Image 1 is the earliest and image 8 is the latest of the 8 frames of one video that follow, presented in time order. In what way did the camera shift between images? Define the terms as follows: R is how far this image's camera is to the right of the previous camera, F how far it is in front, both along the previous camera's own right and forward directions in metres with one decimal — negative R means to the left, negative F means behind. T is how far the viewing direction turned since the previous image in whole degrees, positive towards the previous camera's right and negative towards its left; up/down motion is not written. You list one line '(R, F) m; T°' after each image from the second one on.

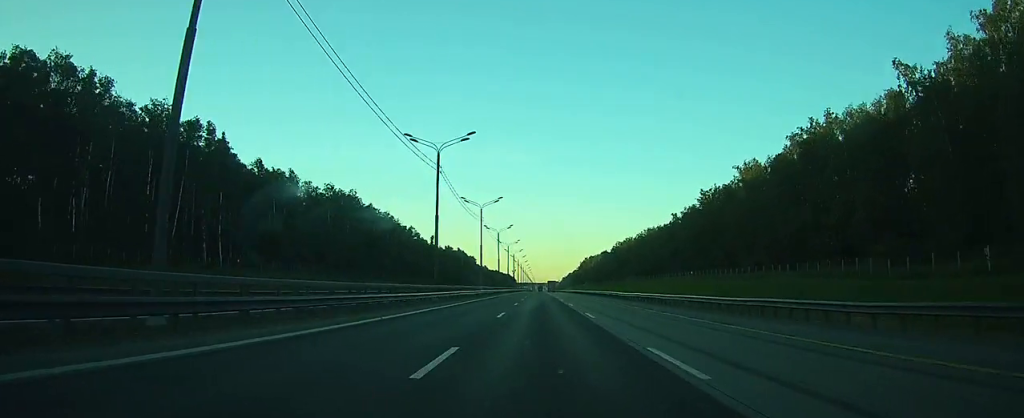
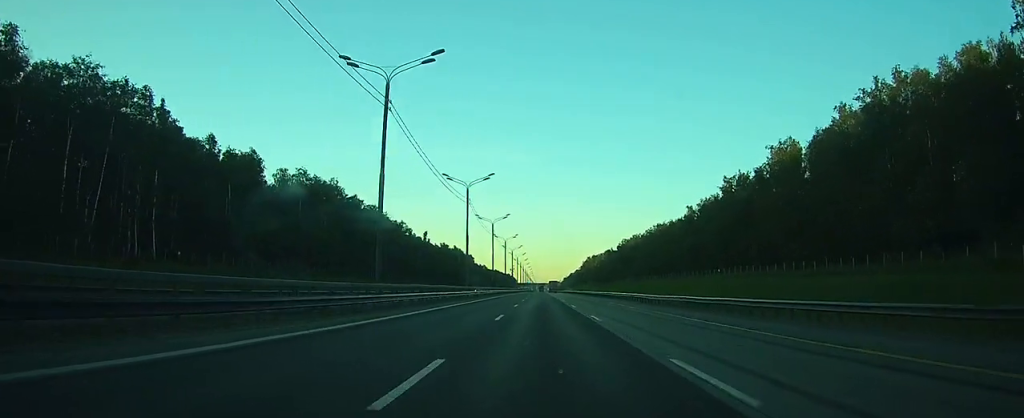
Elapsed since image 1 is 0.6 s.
(0.0, +17.7) m; 0°
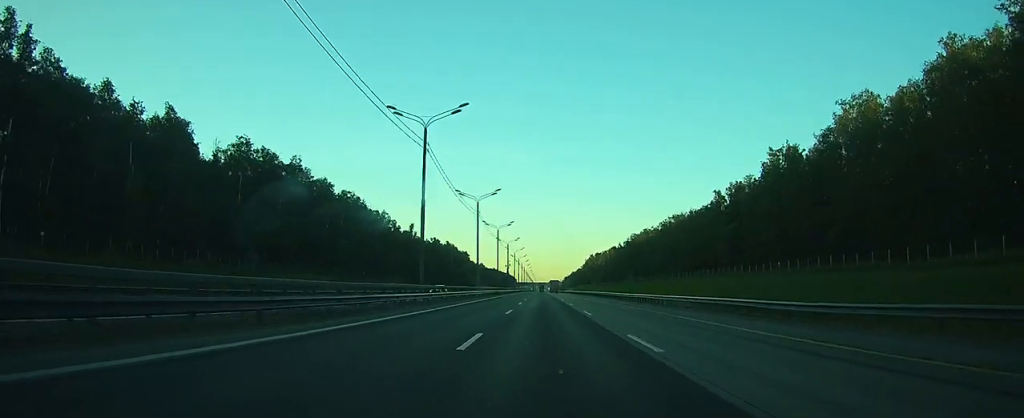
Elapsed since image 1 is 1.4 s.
(0.0, +26.1) m; 0°
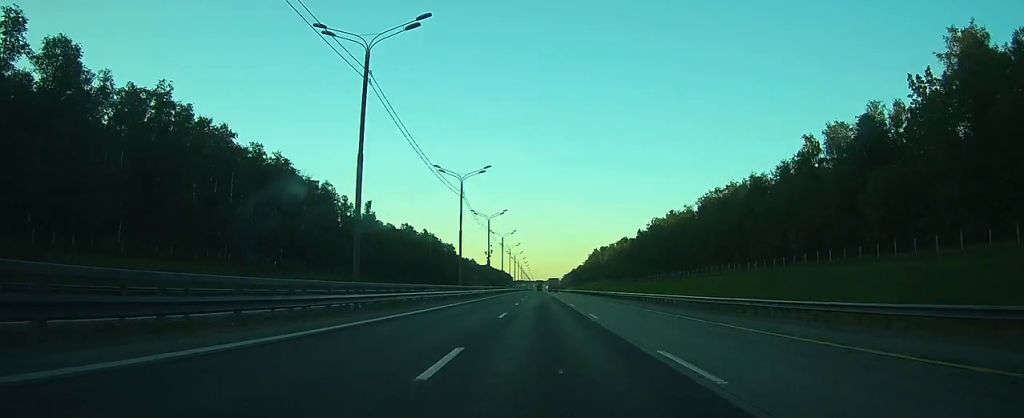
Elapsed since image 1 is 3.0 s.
(0.0, +51.4) m; 0°
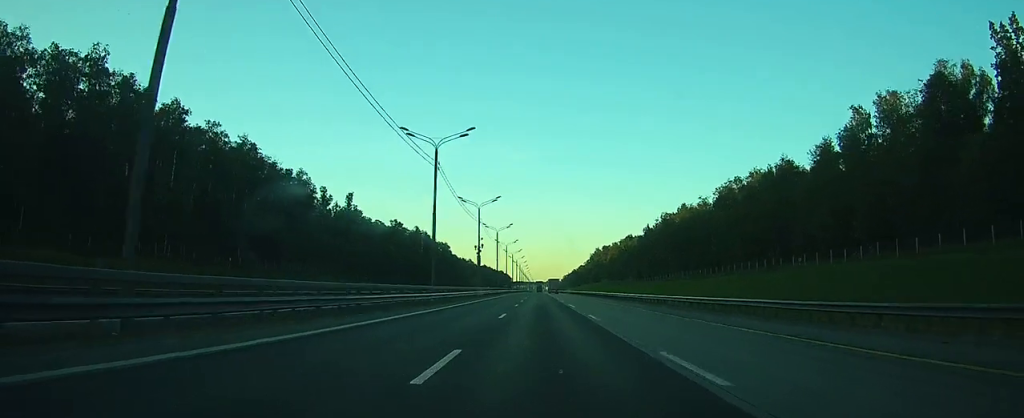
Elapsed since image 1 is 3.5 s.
(0.0, +15.8) m; 0°
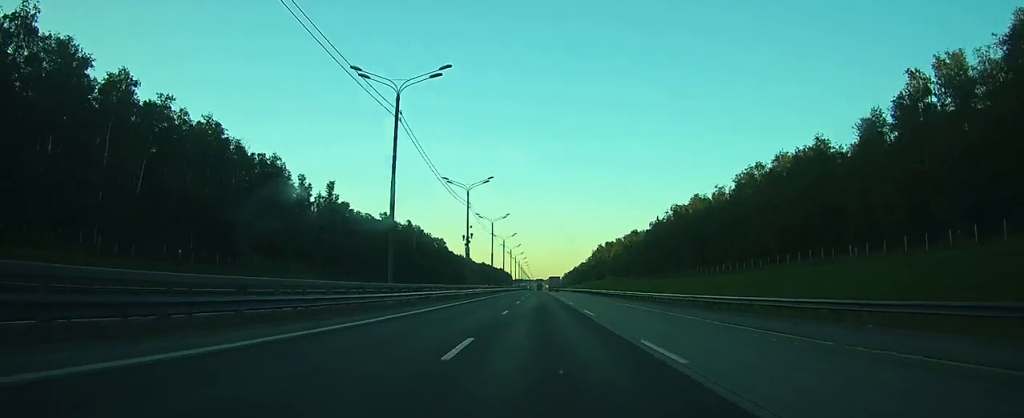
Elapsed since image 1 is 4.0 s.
(0.0, +13.8) m; 0°
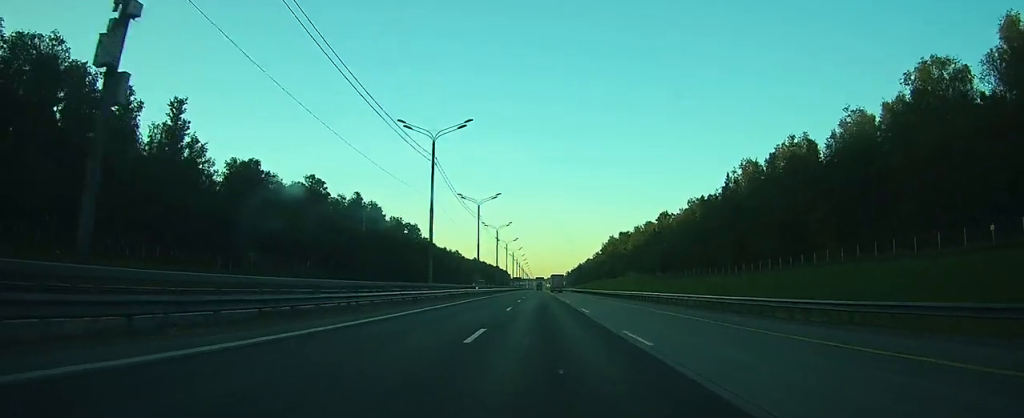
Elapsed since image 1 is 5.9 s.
(+0.3, +60.8) m; +1°
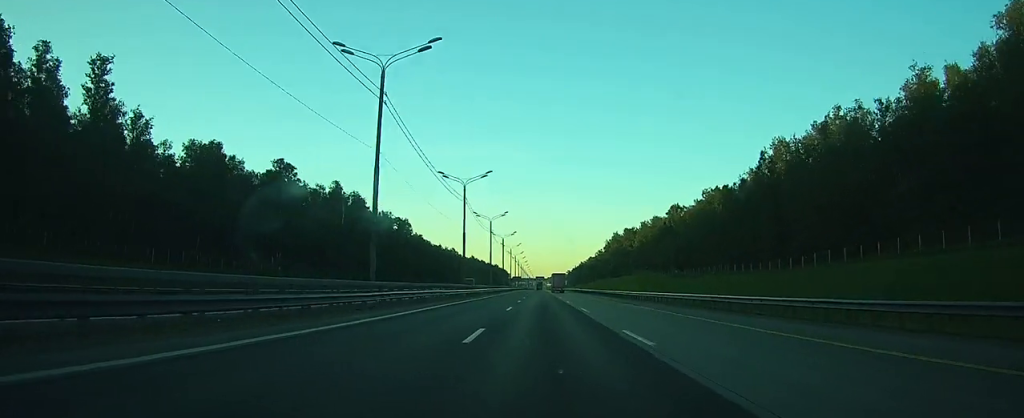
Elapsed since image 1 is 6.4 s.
(0.0, +16.1) m; 0°
